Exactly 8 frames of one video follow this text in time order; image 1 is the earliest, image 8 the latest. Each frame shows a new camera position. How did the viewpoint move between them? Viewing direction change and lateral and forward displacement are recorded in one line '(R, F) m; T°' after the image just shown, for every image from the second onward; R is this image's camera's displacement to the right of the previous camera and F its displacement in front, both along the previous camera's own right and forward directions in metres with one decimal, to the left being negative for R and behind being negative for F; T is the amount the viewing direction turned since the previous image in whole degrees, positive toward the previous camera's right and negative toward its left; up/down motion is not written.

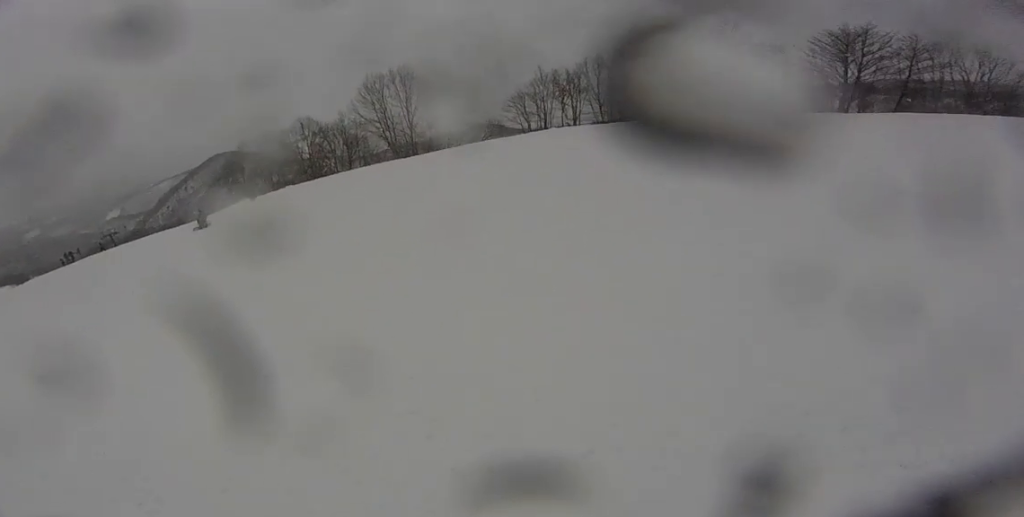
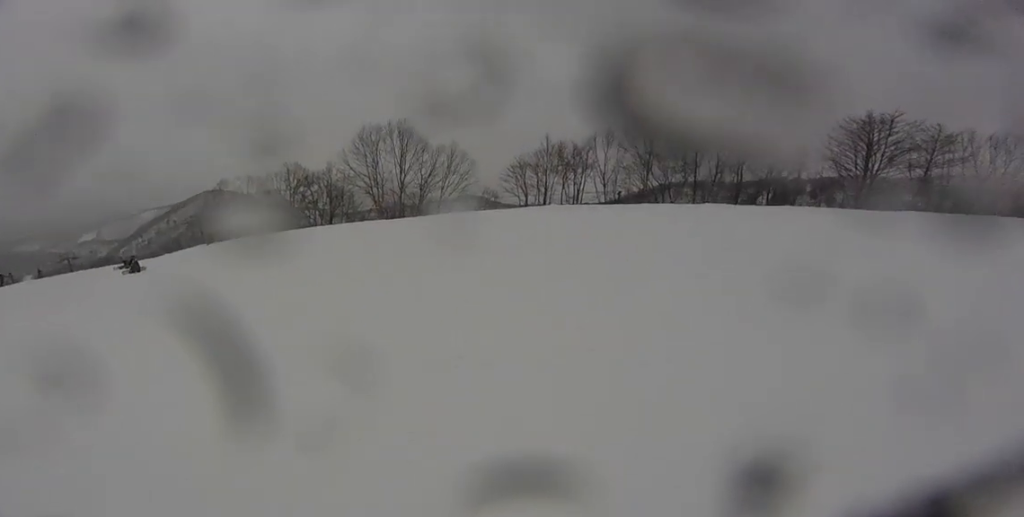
(+0.8, +6.6) m; +10°
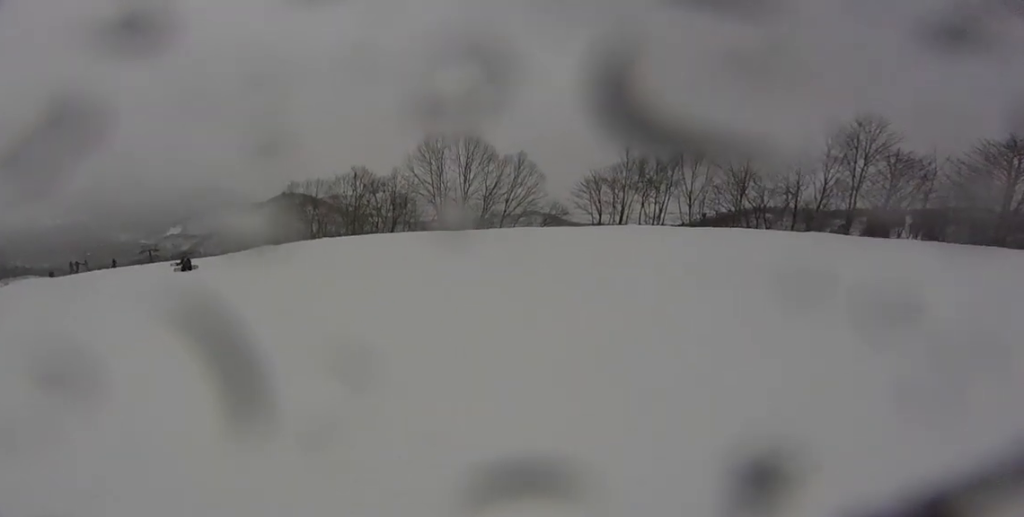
(+0.1, +3.2) m; +3°
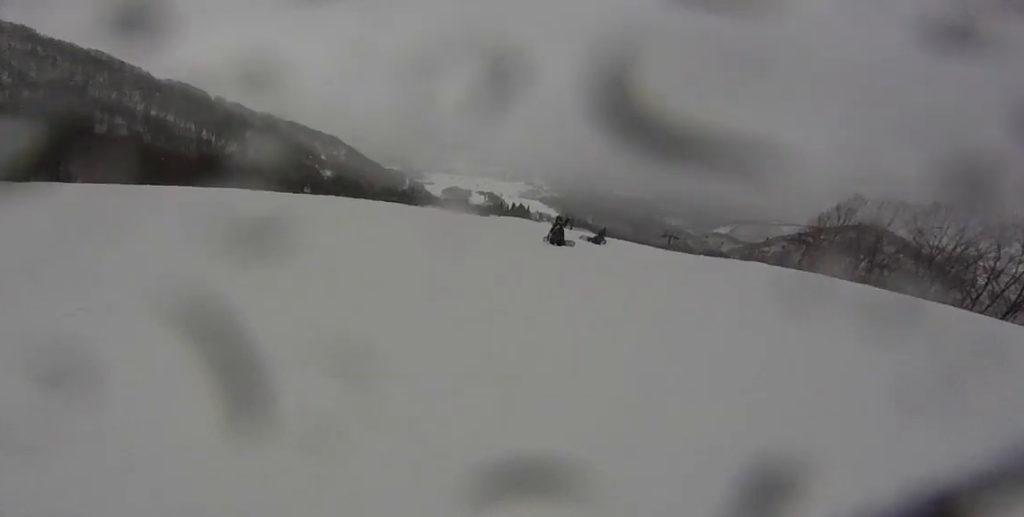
(+0.8, +16.2) m; +7°
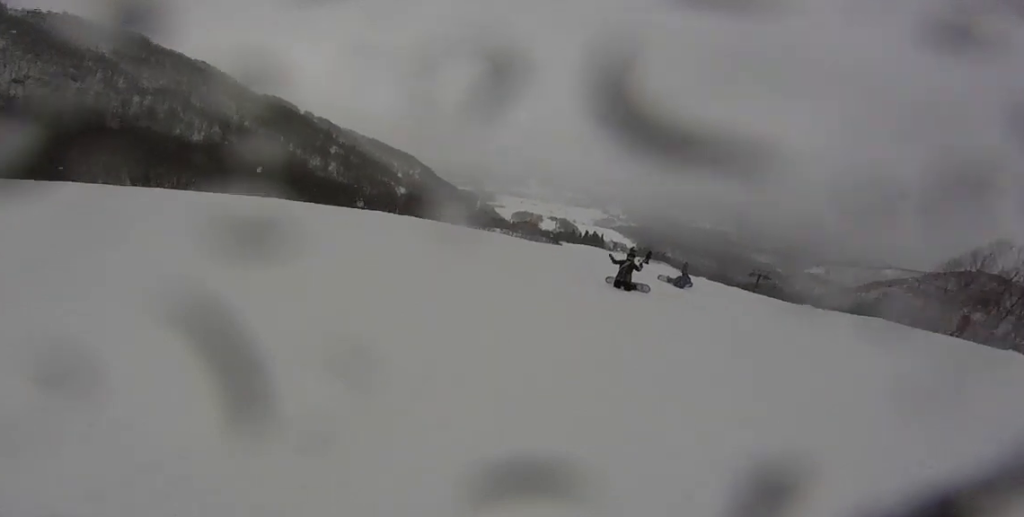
(+0.4, +4.5) m; -1°
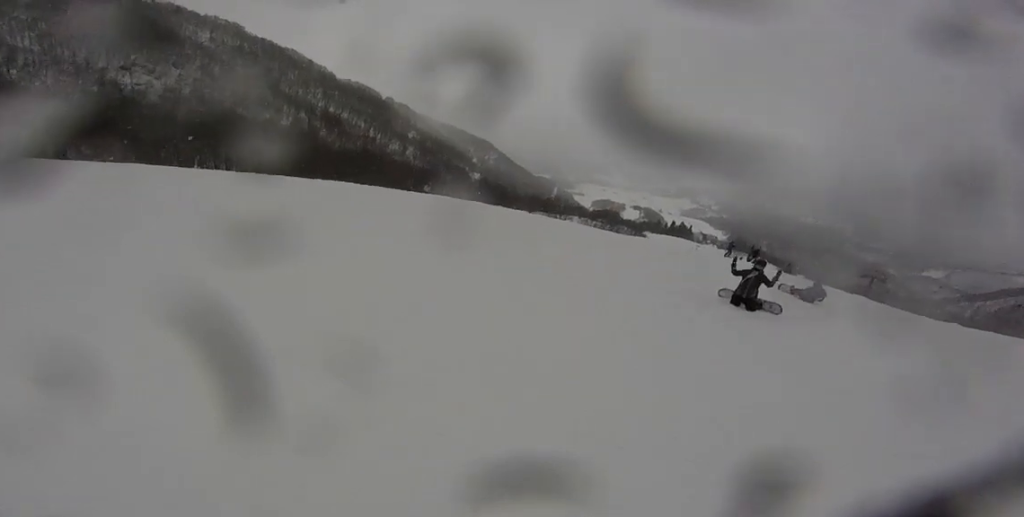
(+0.5, +2.7) m; -2°
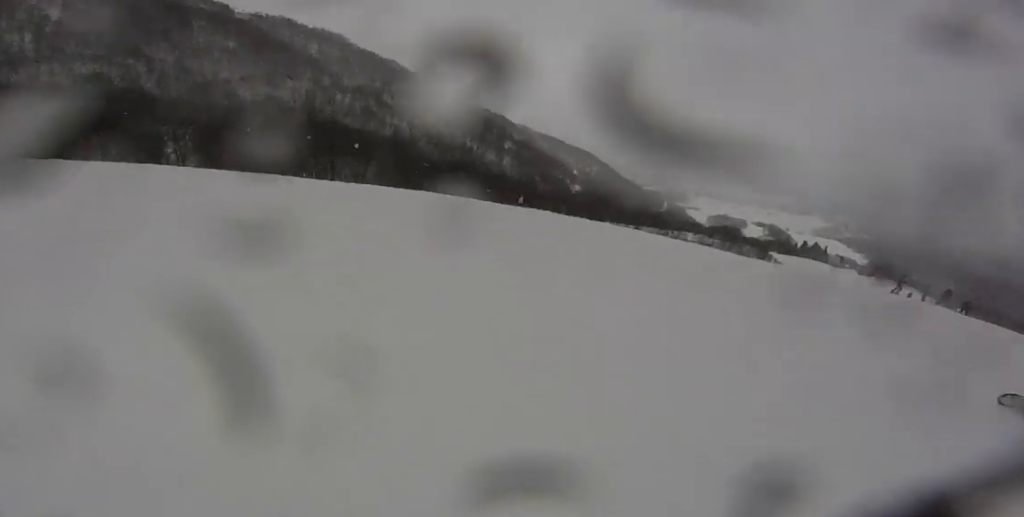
(-0.7, +3.4) m; -14°
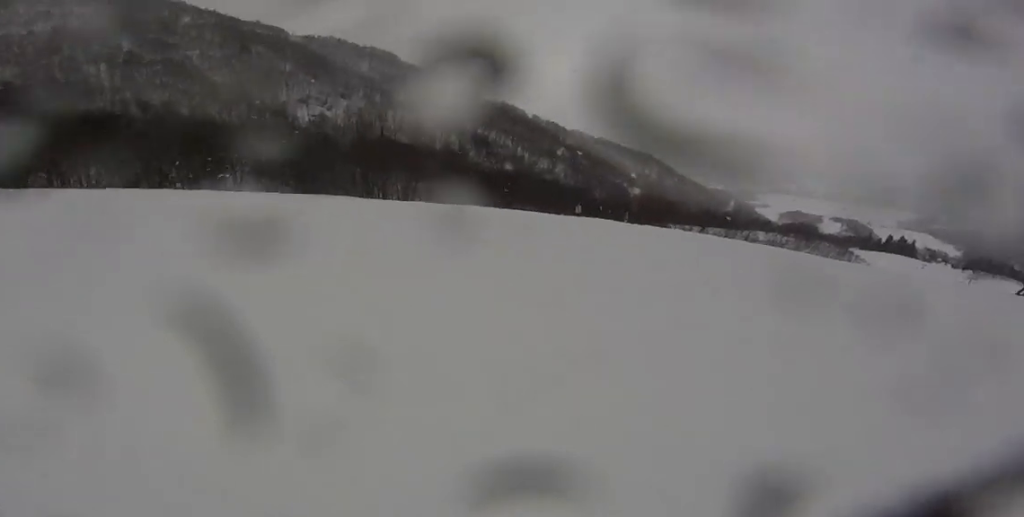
(-0.1, +2.6) m; -11°
